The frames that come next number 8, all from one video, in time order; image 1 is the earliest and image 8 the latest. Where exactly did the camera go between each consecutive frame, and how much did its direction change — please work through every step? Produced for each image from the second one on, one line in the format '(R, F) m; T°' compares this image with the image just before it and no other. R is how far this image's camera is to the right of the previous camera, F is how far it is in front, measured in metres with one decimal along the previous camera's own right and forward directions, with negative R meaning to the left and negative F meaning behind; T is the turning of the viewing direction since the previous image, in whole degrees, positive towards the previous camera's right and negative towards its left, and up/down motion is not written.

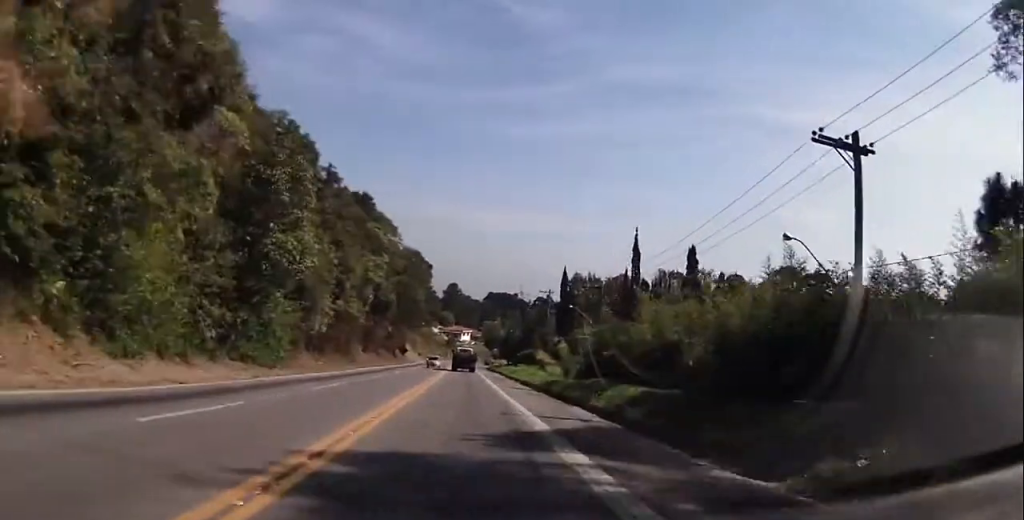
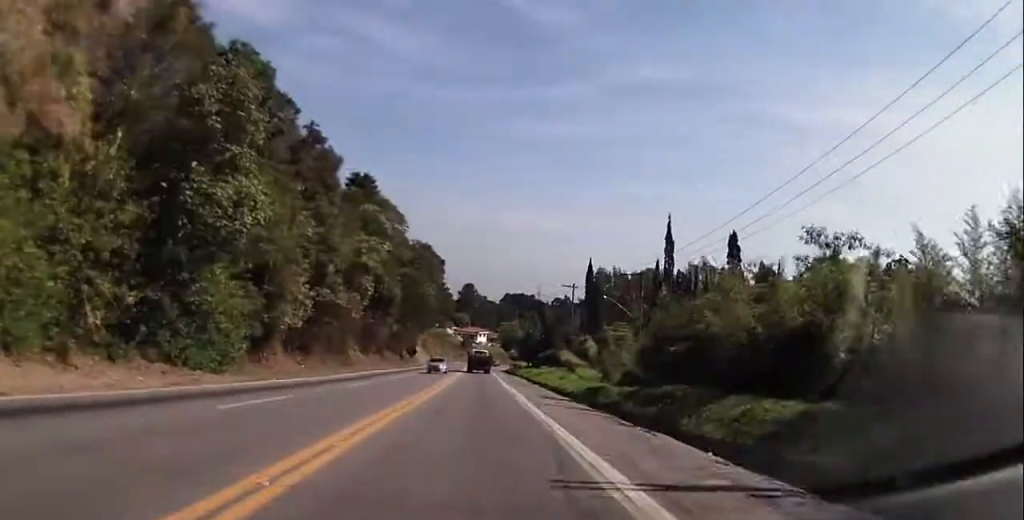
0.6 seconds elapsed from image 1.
(-0.1, +5.8) m; -5°
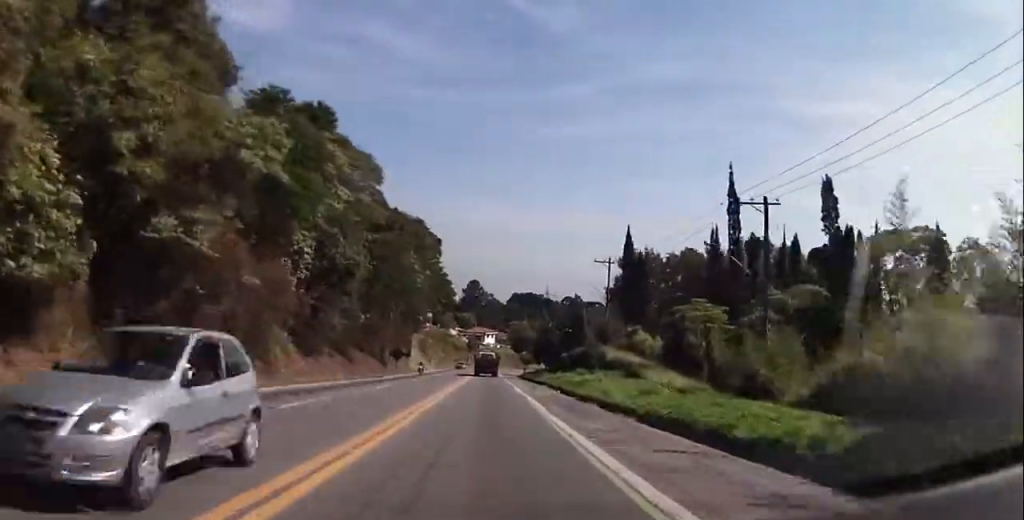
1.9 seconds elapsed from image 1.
(-2.3, +25.1) m; -7°
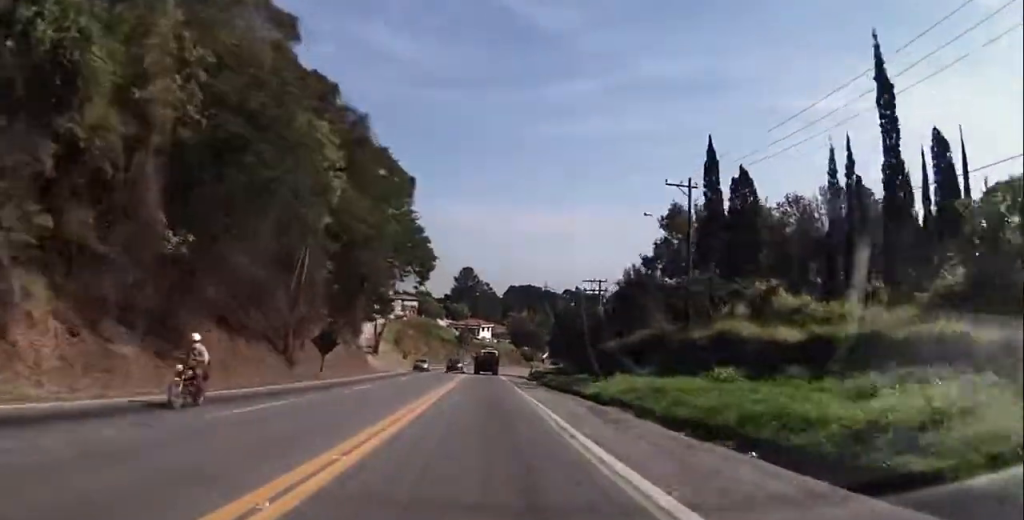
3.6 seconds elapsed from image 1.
(-0.7, +31.7) m; -1°
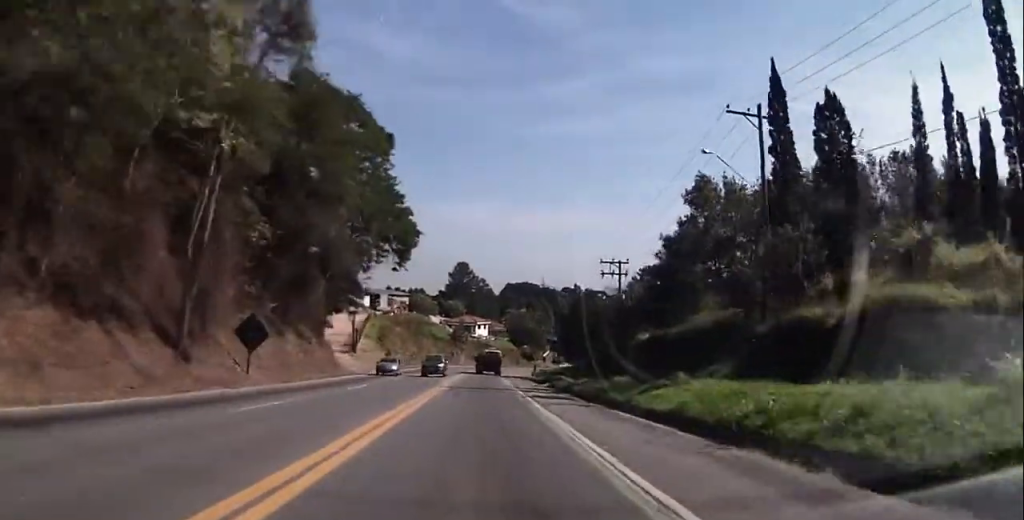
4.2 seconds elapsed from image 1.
(0.0, +12.8) m; +2°
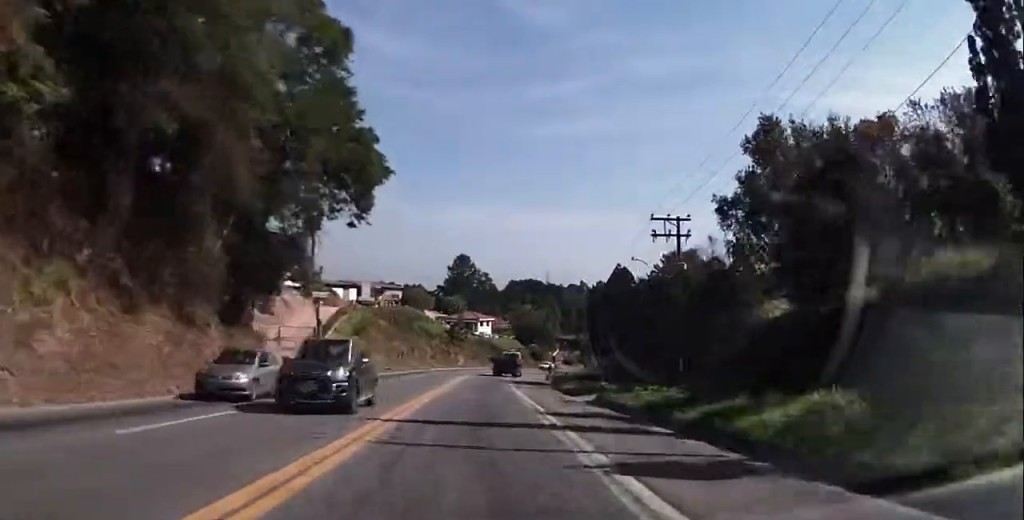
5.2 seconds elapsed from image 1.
(+0.8, +18.4) m; +2°
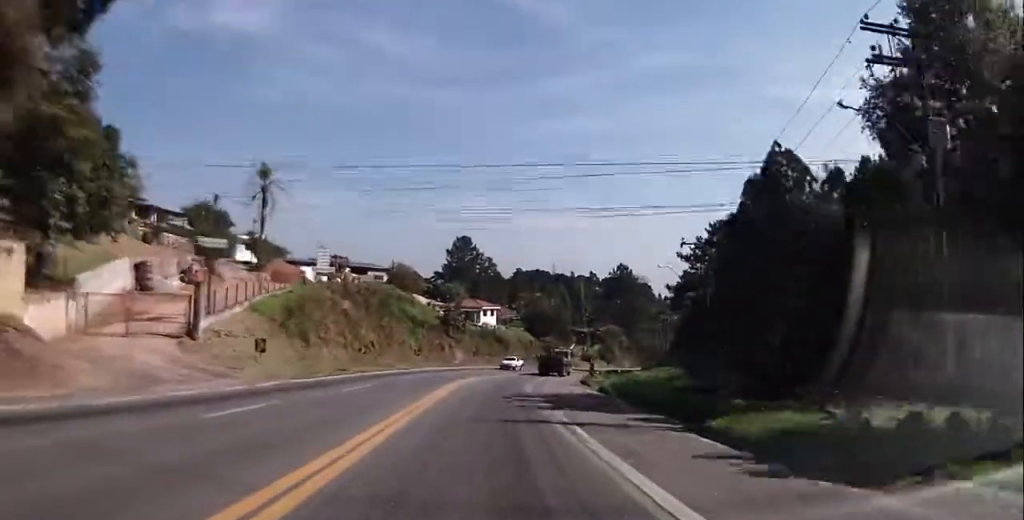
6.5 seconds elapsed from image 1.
(-1.1, +25.7) m; -9°
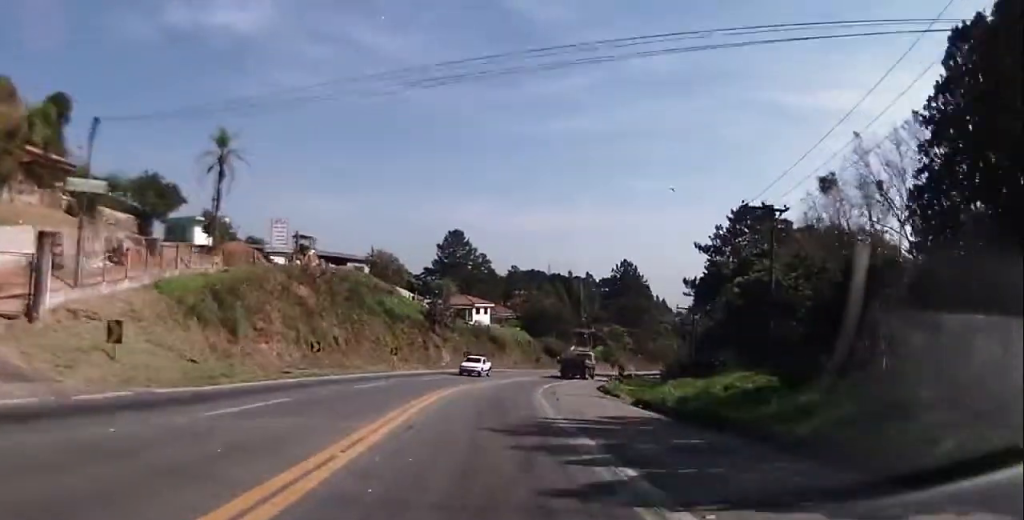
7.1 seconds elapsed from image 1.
(-0.4, +12.3) m; -4°
